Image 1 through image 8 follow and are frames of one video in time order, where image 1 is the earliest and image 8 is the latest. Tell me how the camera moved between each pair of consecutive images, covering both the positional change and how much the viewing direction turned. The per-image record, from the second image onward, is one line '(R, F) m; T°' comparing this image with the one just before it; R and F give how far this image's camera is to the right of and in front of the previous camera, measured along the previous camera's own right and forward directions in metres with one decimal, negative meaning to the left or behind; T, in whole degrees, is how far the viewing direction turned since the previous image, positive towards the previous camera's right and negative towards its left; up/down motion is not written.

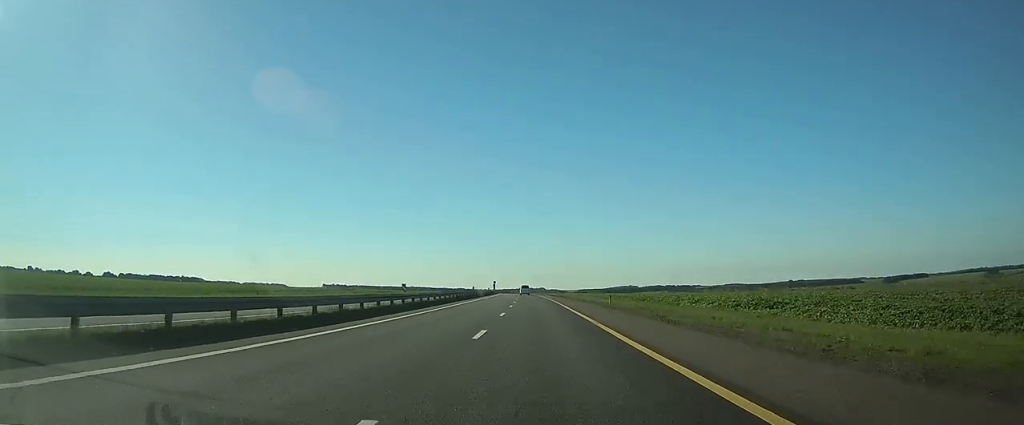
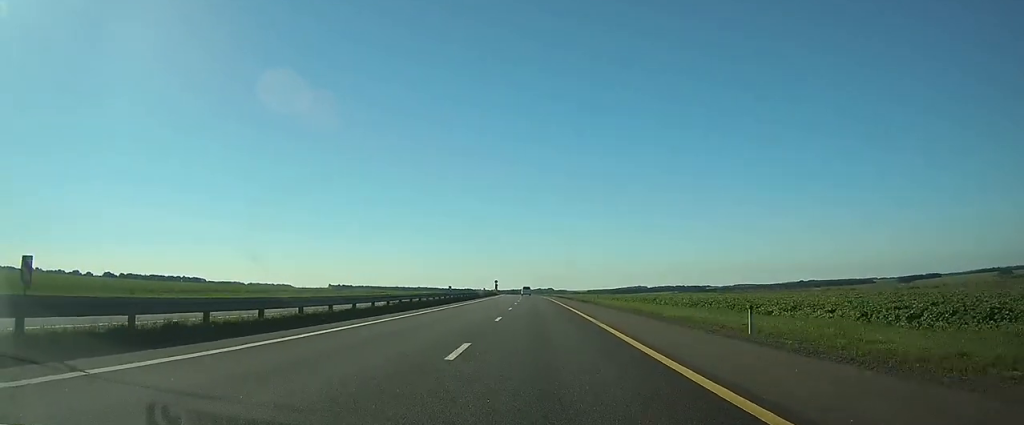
(-0.1, +28.1) m; -1°
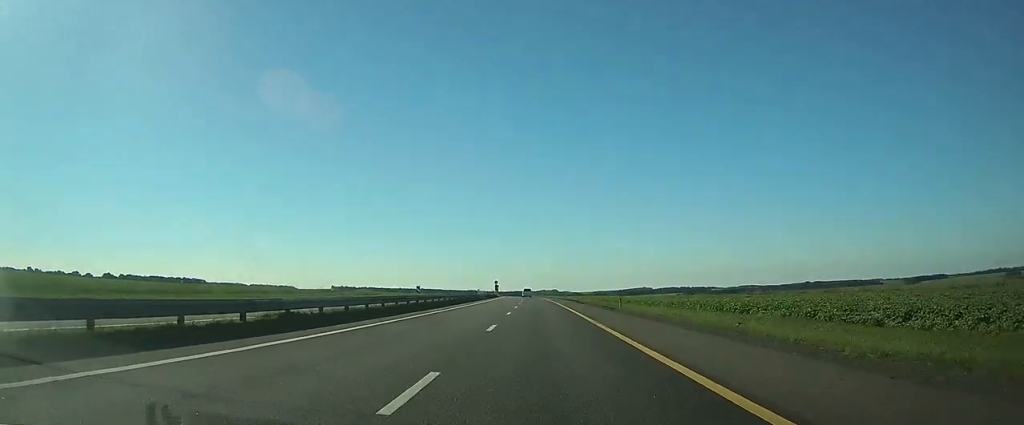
(0.0, +16.1) m; 0°
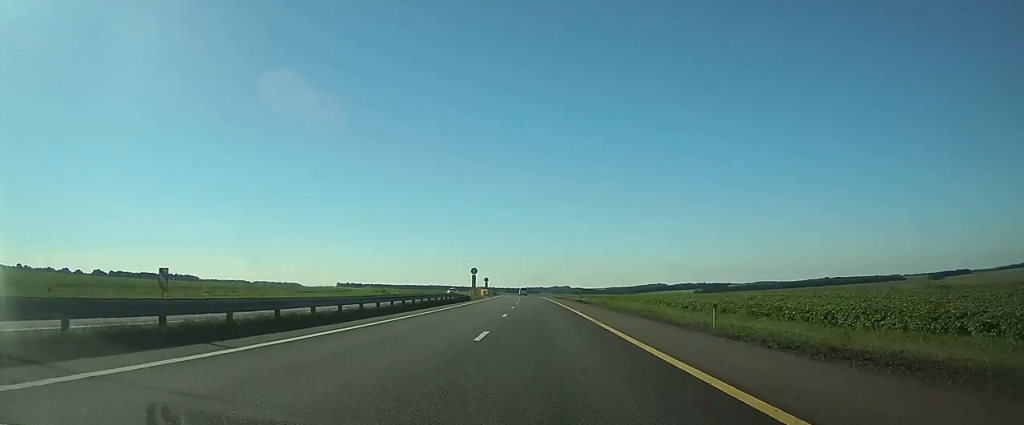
(-0.8, +75.3) m; -1°
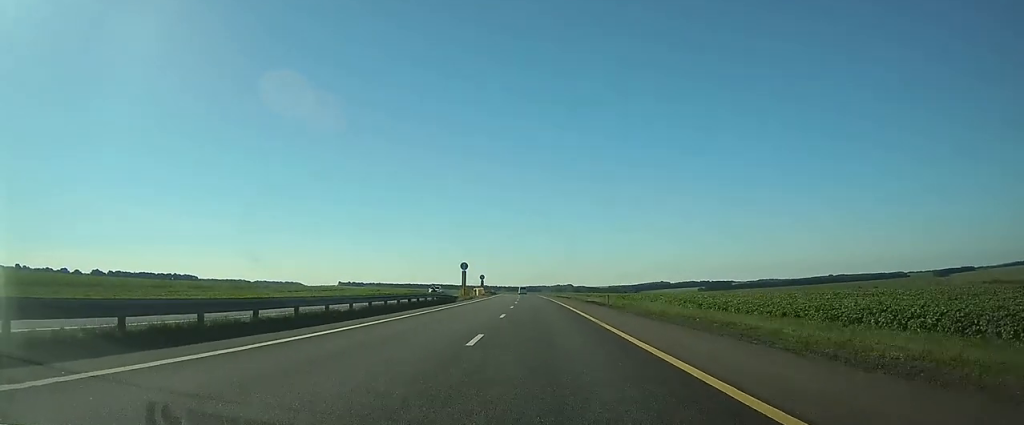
(0.0, +13.3) m; 0°
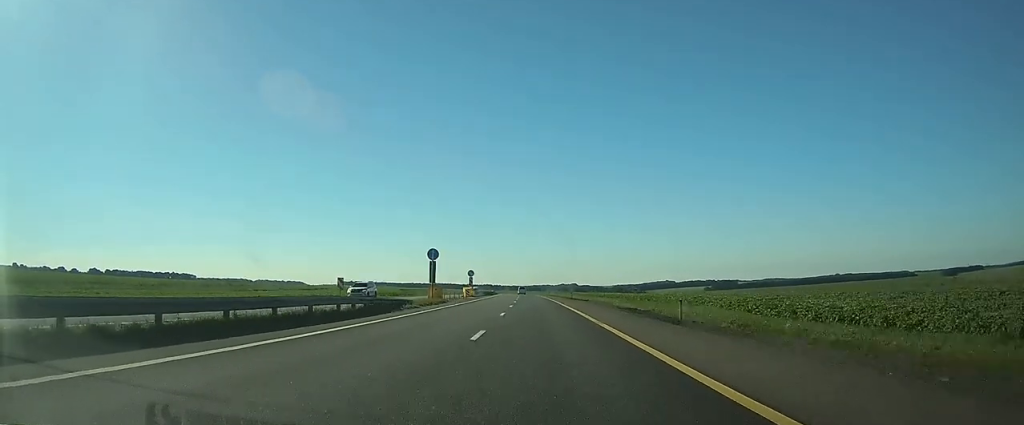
(-0.1, +22.6) m; -1°
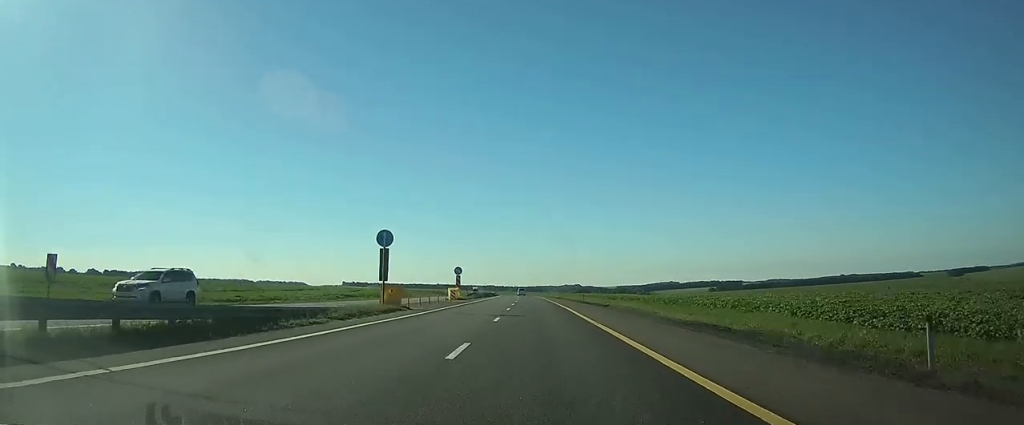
(-0.1, +15.5) m; 0°
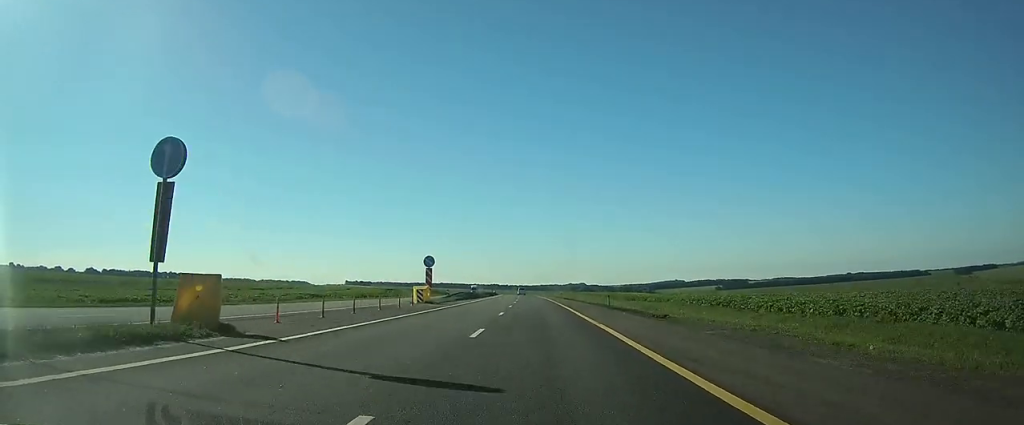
(-0.1, +19.7) m; 0°
